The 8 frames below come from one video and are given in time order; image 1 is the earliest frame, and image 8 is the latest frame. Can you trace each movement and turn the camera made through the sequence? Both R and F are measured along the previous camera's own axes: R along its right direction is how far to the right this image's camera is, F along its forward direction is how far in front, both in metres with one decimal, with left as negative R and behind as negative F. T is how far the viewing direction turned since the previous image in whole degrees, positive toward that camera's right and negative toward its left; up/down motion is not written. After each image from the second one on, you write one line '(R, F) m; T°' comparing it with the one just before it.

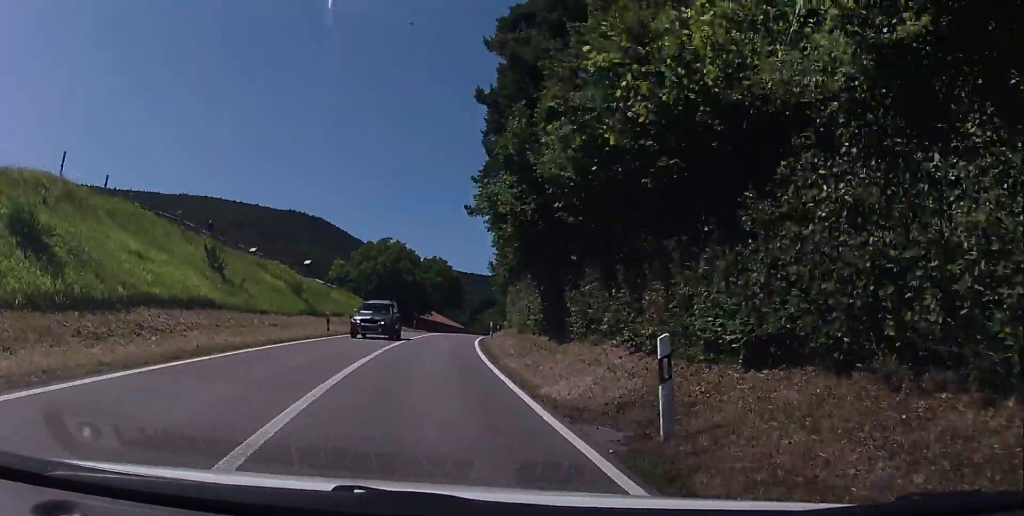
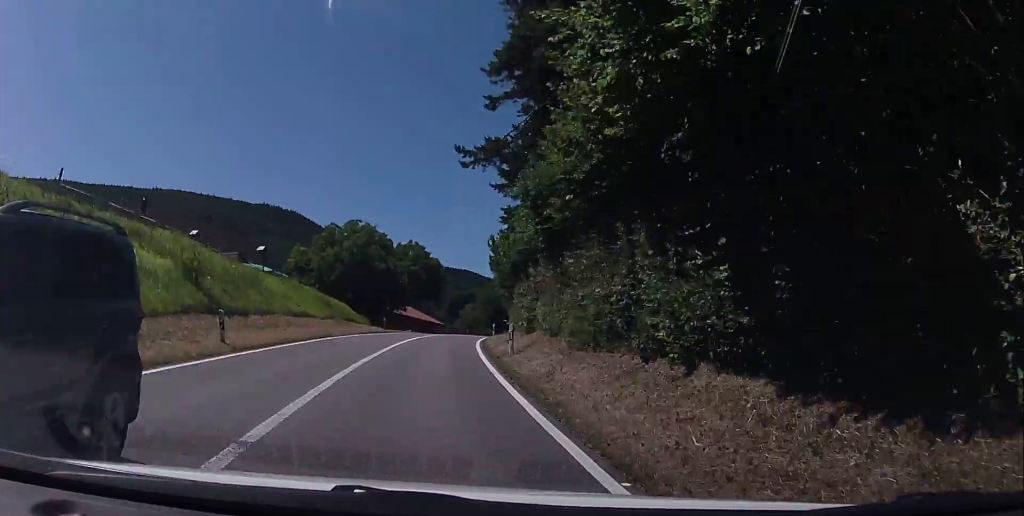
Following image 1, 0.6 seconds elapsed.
(+0.1, +13.8) m; +2°
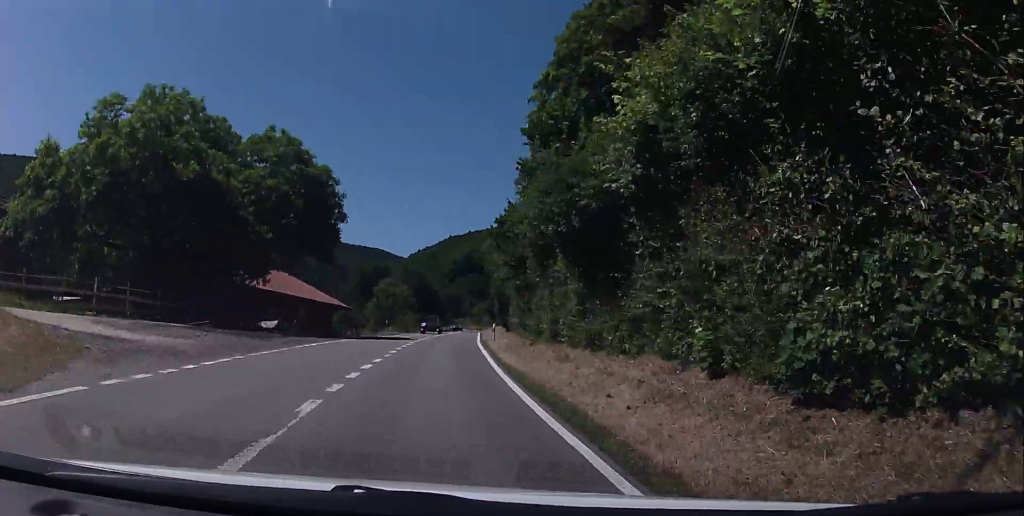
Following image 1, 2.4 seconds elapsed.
(+3.5, +42.4) m; +9°
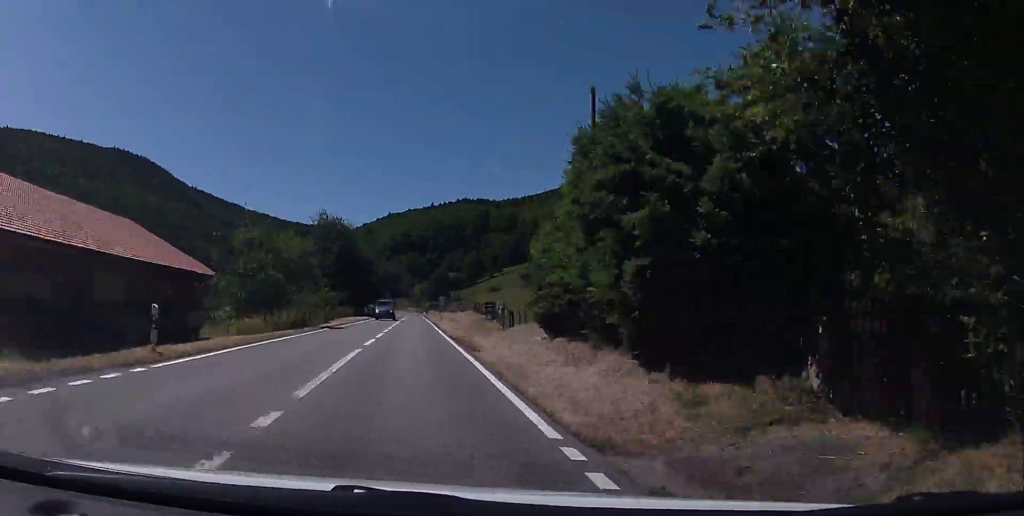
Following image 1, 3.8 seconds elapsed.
(+1.5, +35.3) m; +4°
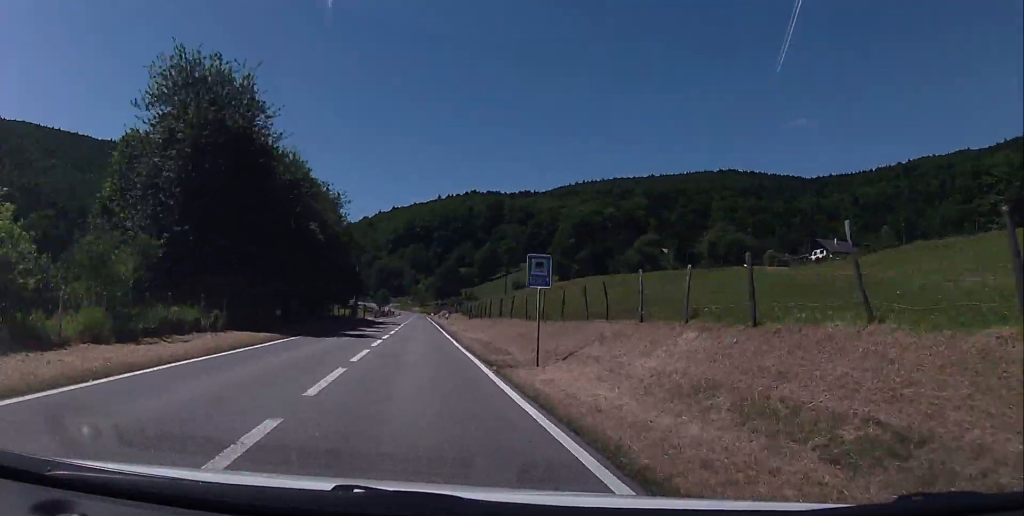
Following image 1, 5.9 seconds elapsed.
(+2.1, +50.9) m; +3°
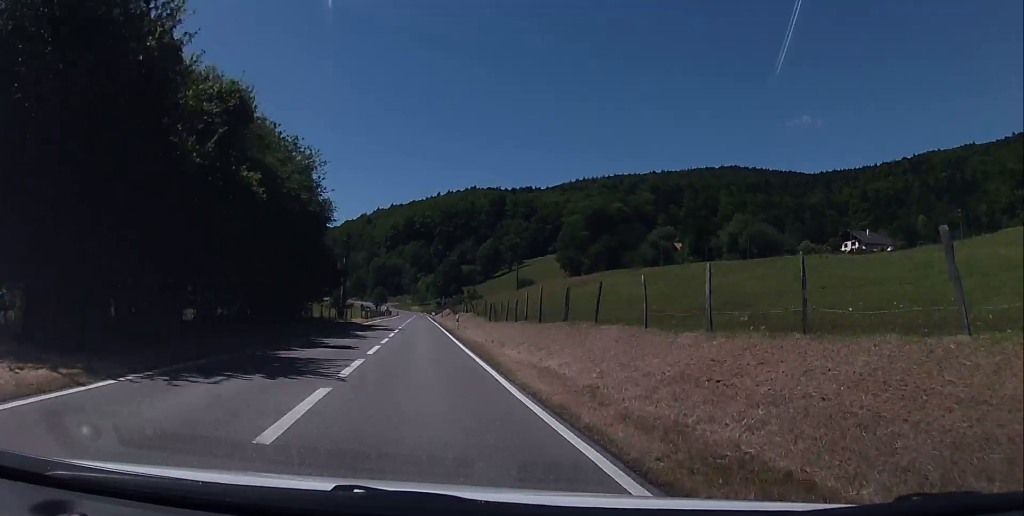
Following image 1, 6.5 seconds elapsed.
(+0.1, +14.2) m; -1°
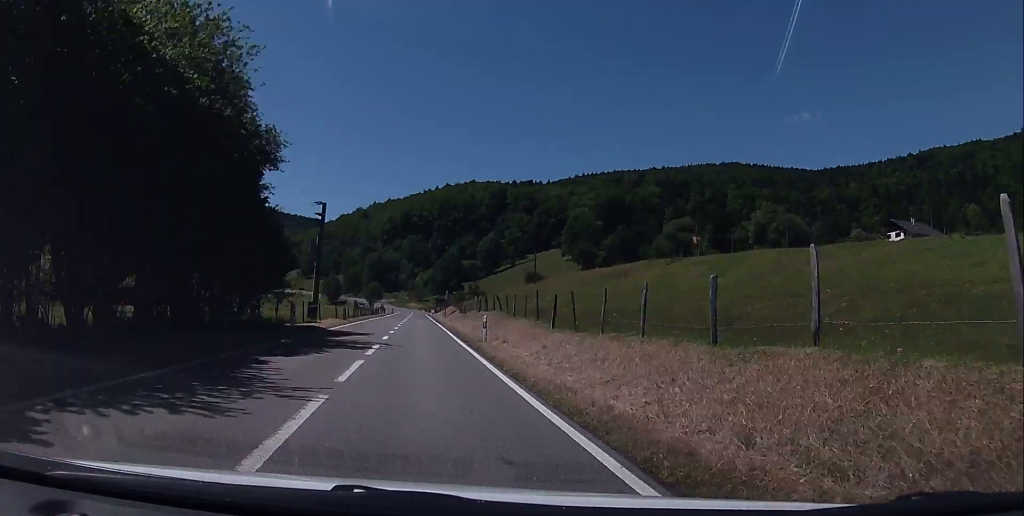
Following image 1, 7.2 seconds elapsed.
(-0.2, +18.4) m; 0°
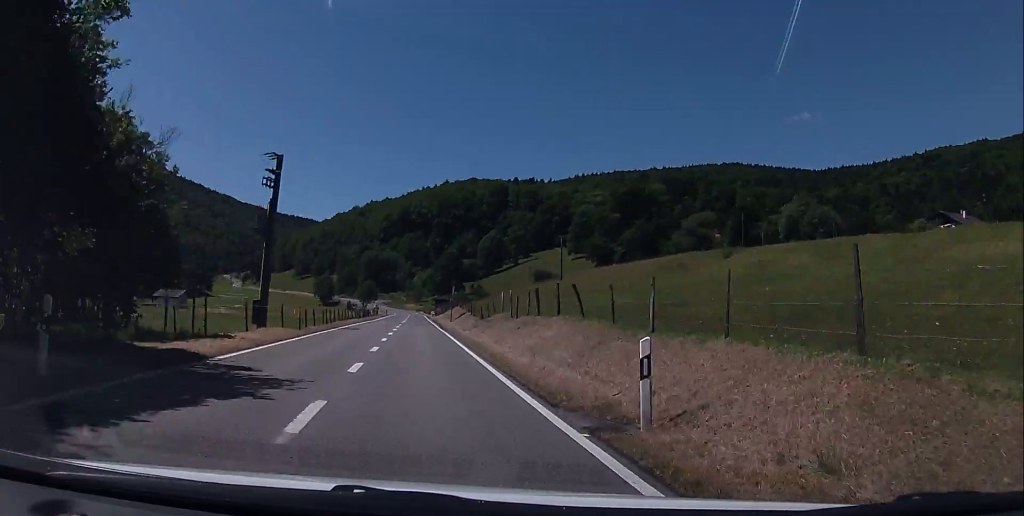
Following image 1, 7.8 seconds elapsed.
(0.0, +17.7) m; 0°
